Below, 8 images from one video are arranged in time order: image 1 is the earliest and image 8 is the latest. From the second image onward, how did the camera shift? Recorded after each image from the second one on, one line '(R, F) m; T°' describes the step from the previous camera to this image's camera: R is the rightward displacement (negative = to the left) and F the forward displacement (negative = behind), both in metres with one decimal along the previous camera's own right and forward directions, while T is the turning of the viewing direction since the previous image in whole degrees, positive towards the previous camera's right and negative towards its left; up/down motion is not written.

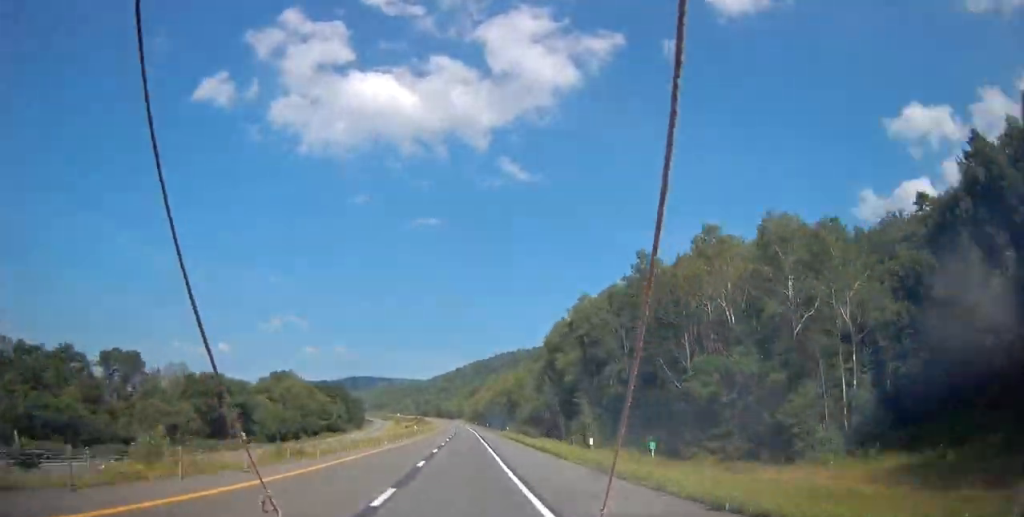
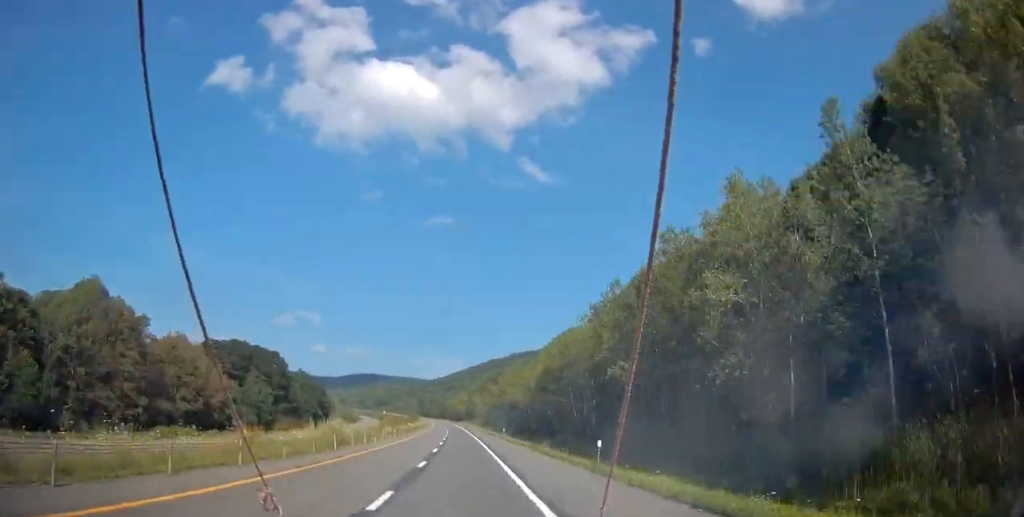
(-0.9, +123.1) m; -1°
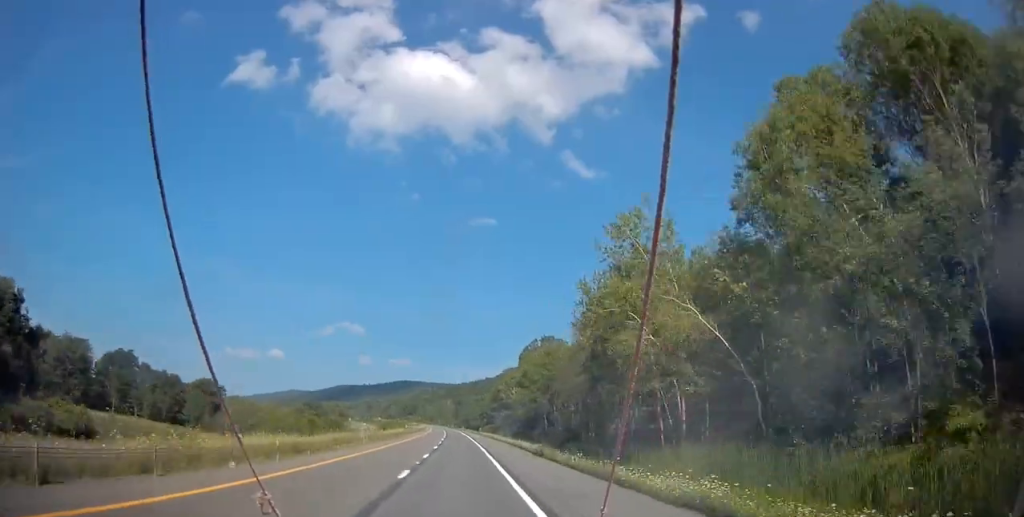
(-9.9, +248.0) m; -5°
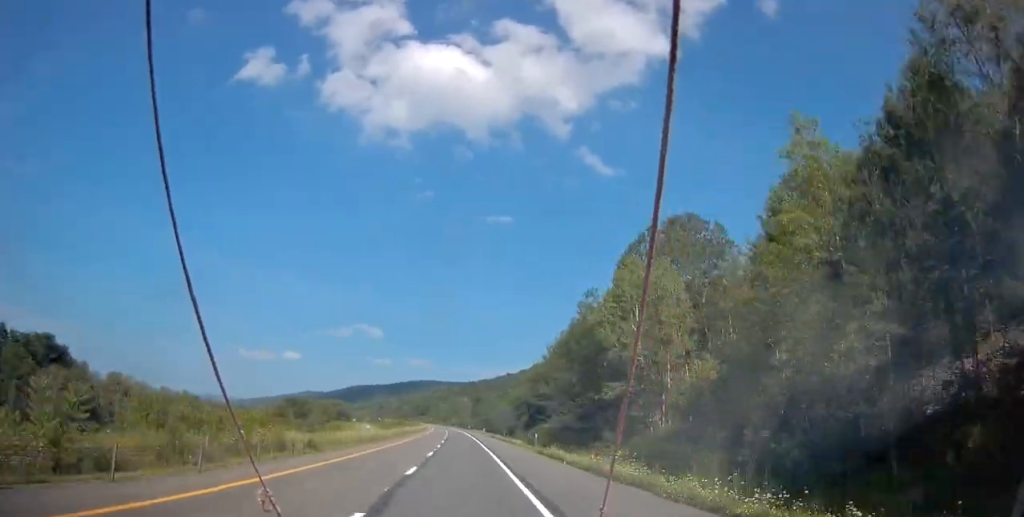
(-1.4, +84.8) m; -2°
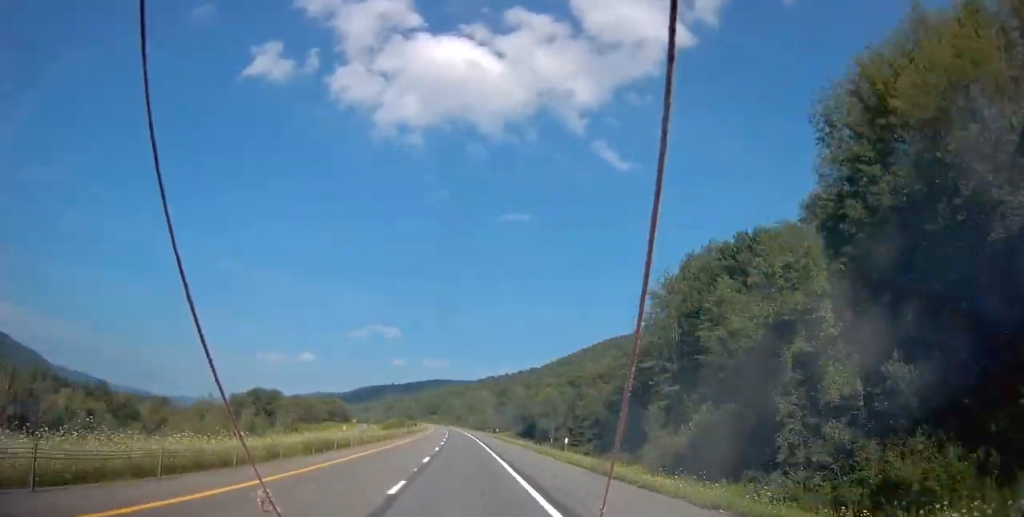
(-1.5, +92.1) m; -2°
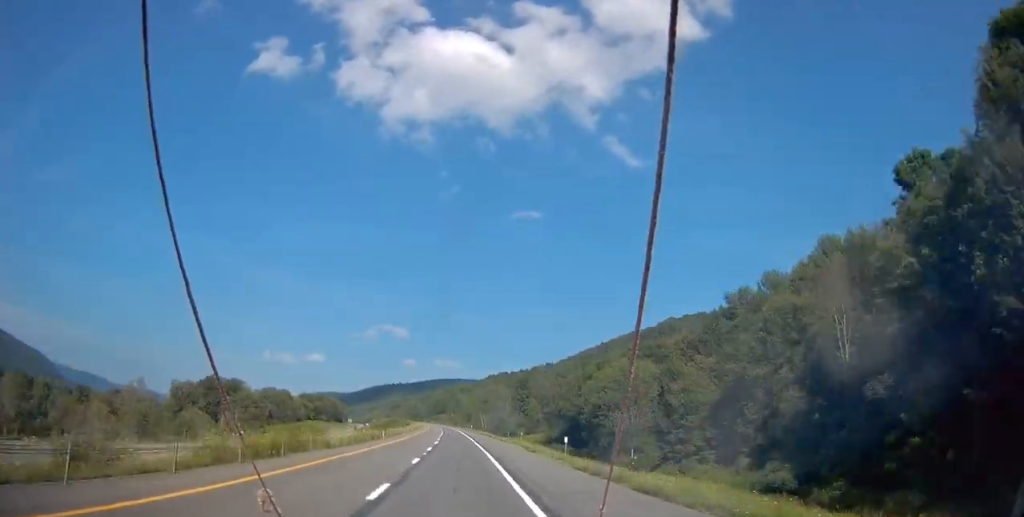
(-0.5, +62.8) m; -1°
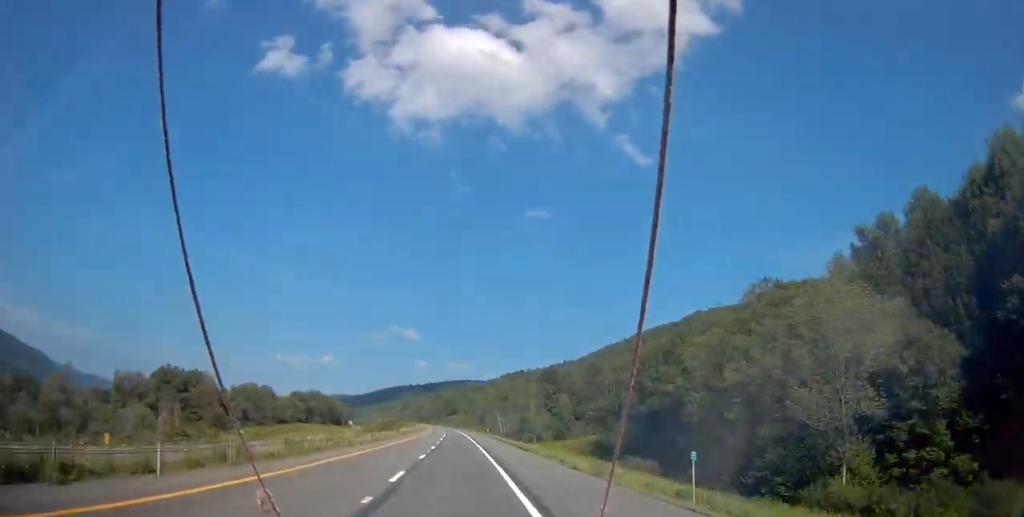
(-0.3, +44.5) m; -1°
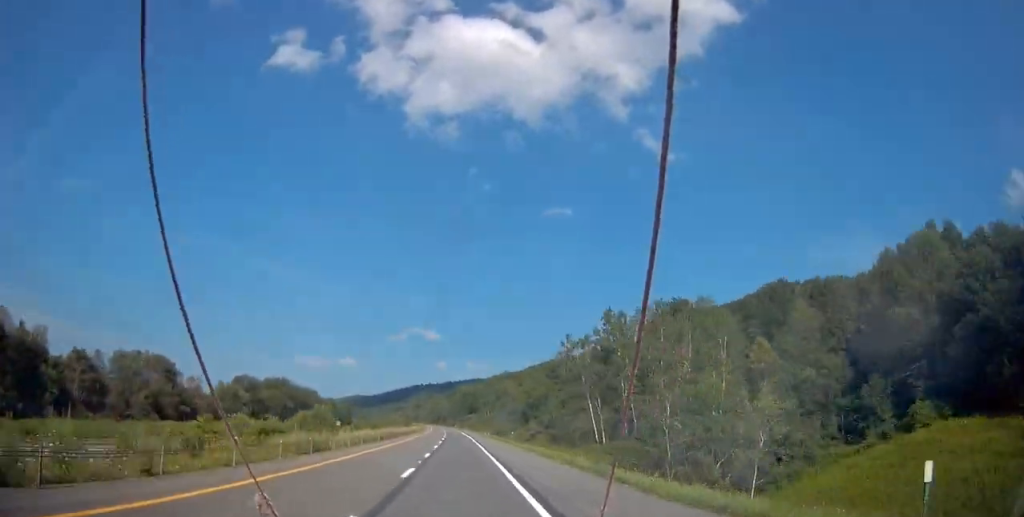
(-2.0, +108.1) m; -2°
